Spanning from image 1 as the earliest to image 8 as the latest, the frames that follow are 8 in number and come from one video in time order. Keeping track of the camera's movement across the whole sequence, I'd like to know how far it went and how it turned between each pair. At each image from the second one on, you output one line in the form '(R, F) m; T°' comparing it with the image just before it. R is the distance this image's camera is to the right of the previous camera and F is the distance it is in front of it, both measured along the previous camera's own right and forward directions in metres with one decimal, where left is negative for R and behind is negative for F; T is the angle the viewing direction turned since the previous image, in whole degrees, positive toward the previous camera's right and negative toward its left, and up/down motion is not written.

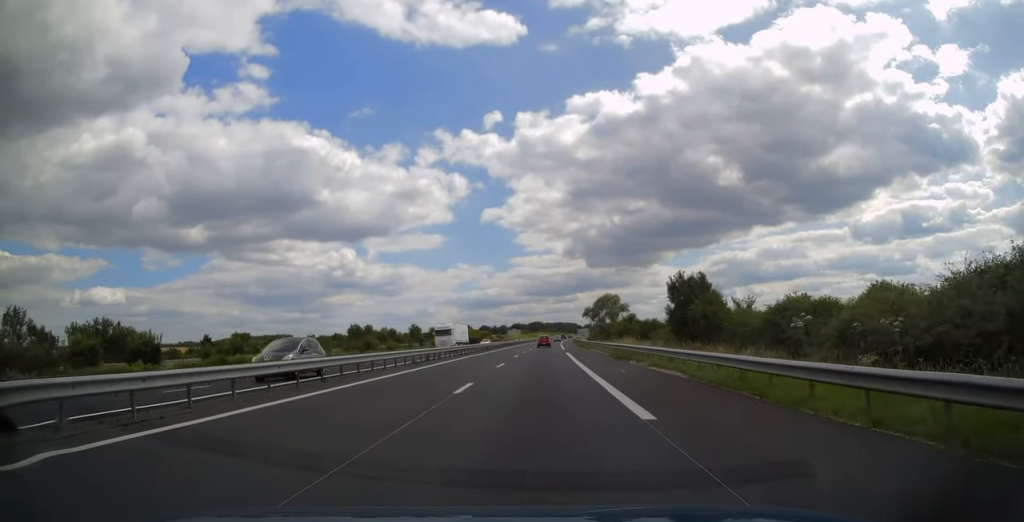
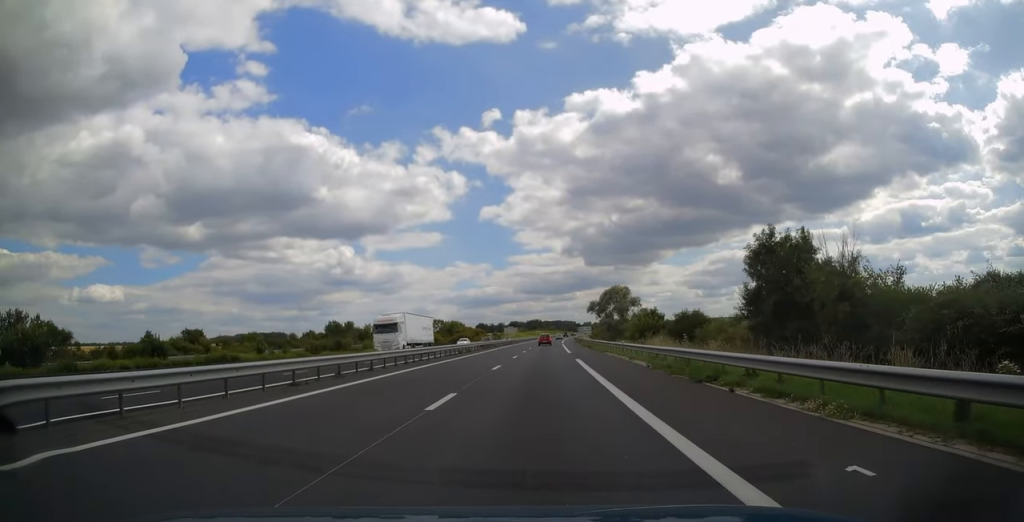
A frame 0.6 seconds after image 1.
(+0.1, +16.3) m; 0°
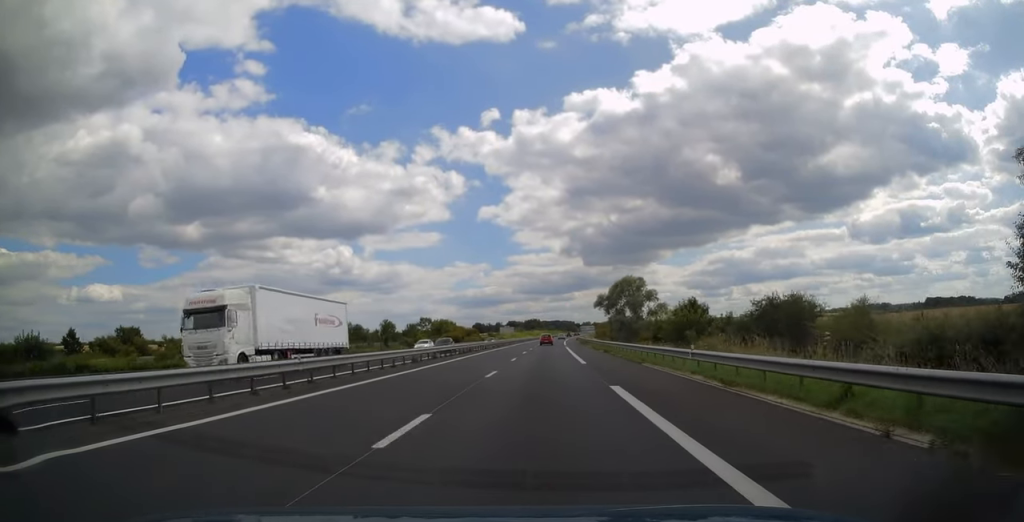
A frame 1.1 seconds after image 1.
(0.0, +16.7) m; 0°
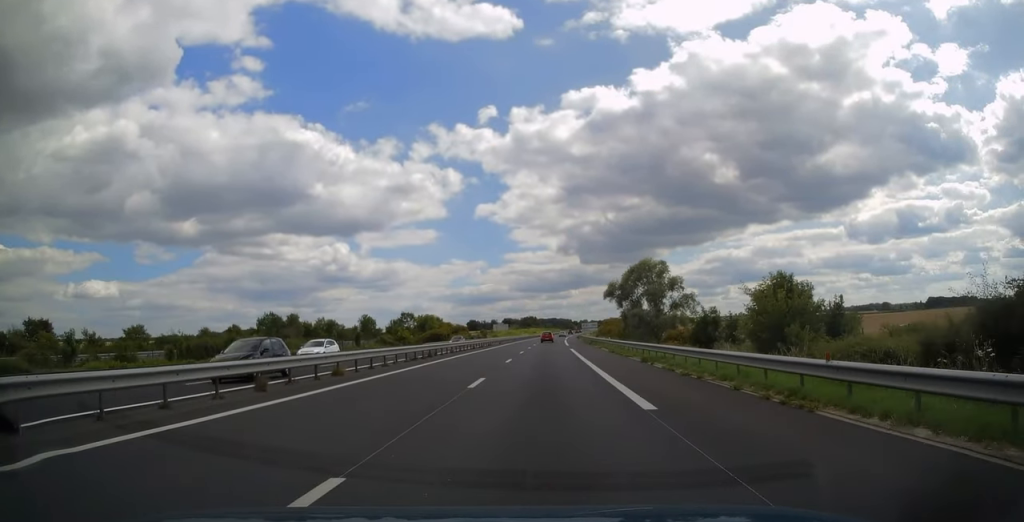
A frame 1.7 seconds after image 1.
(-0.1, +17.8) m; 0°
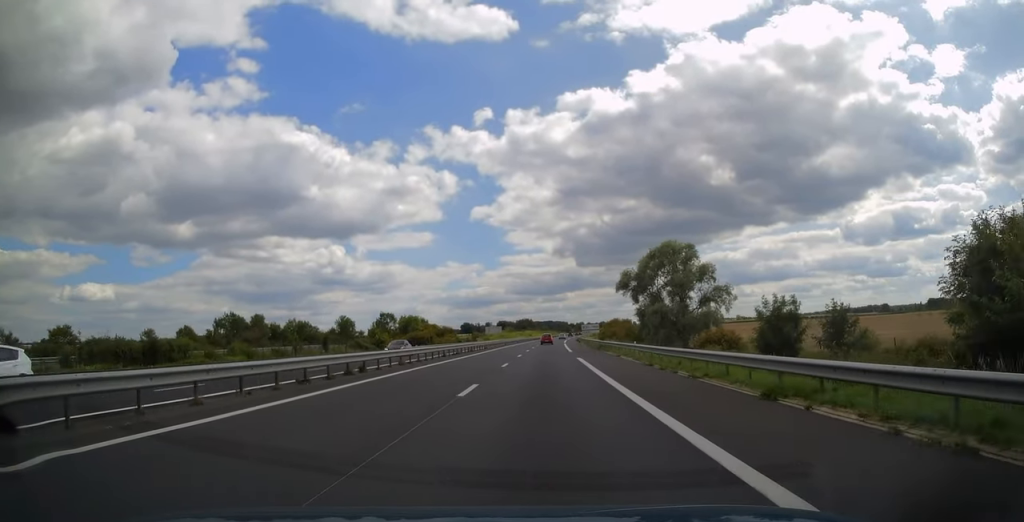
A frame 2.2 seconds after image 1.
(+0.1, +14.8) m; 0°
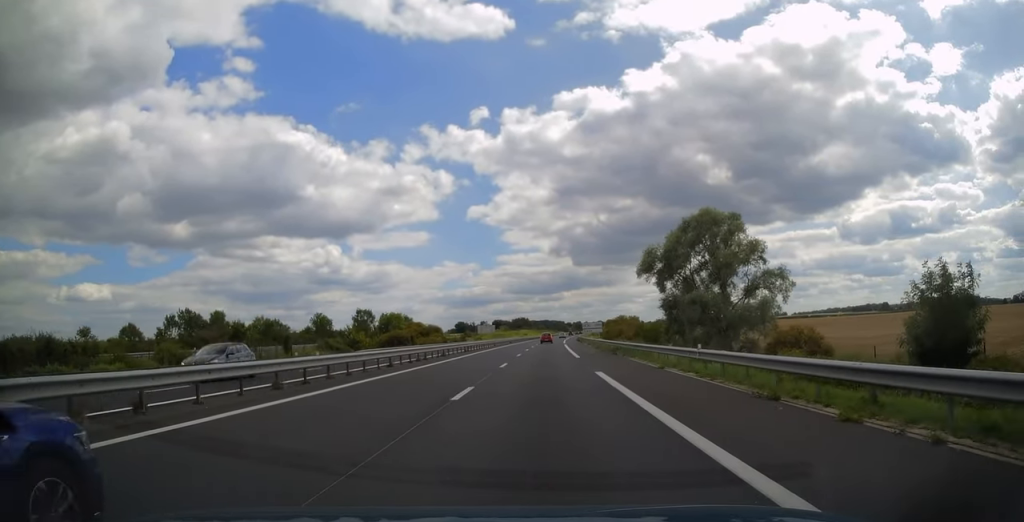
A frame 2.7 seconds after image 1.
(+0.1, +13.8) m; 0°
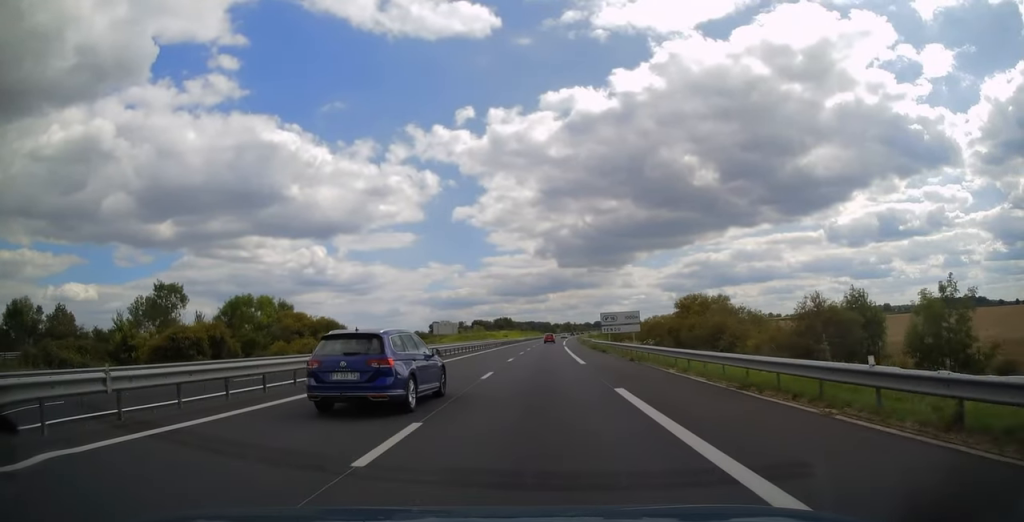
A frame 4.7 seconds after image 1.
(+0.6, +58.2) m; +1°
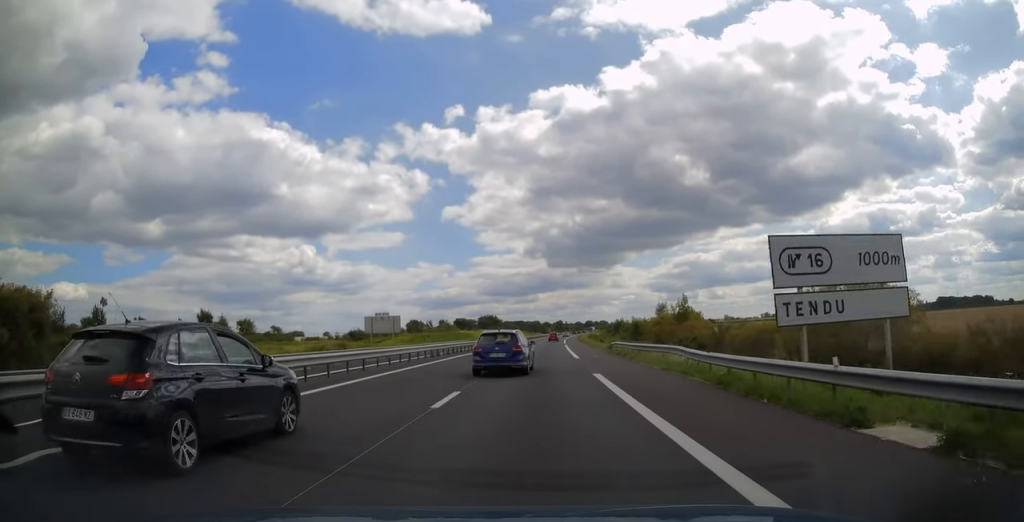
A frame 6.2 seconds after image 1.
(+0.5, +46.8) m; +1°
